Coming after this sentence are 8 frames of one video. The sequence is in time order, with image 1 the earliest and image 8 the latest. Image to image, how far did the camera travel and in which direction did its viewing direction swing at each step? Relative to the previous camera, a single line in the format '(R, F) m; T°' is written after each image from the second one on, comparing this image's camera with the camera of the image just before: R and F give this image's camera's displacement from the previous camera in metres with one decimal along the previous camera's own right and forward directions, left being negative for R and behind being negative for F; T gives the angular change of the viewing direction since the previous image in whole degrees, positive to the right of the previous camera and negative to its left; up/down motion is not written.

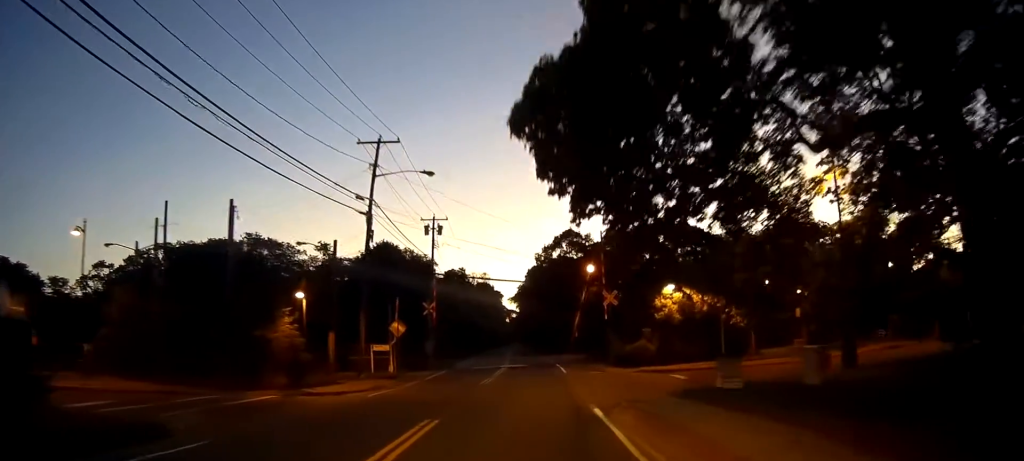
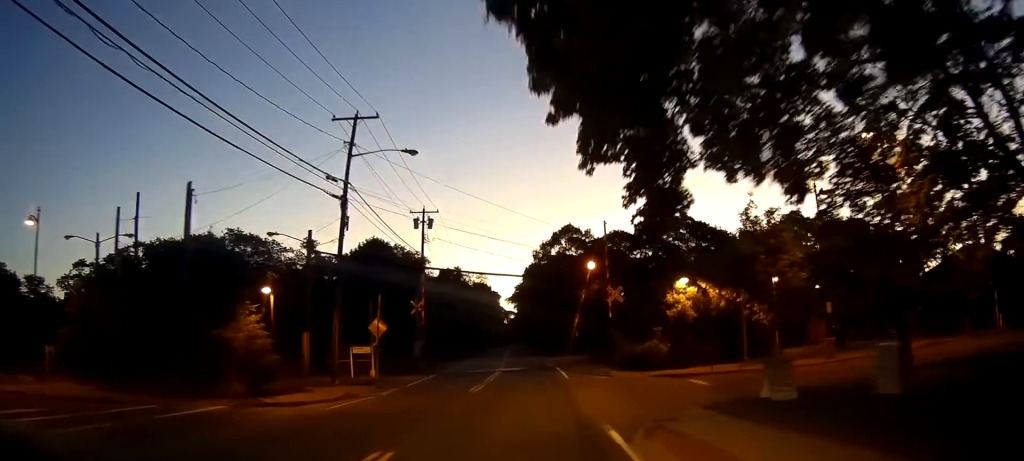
(+0.2, +5.0) m; -2°
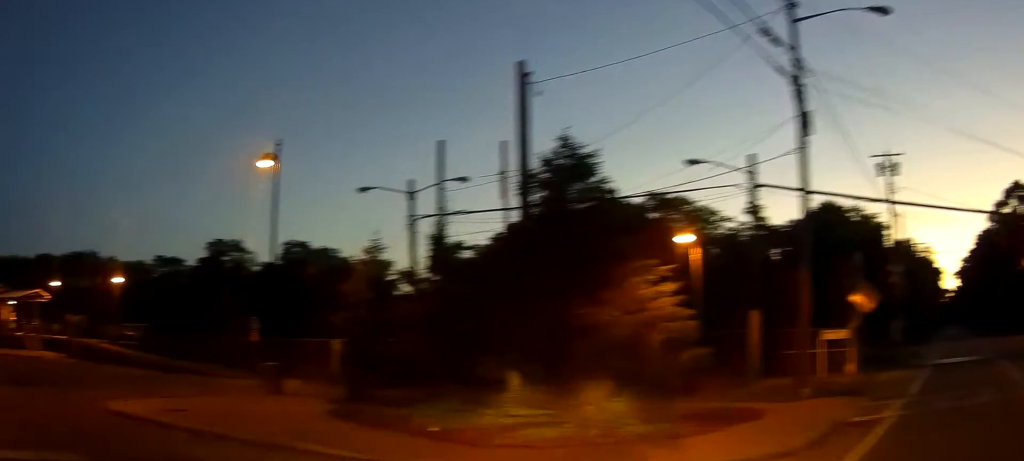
(-3.8, +12.6) m; -43°
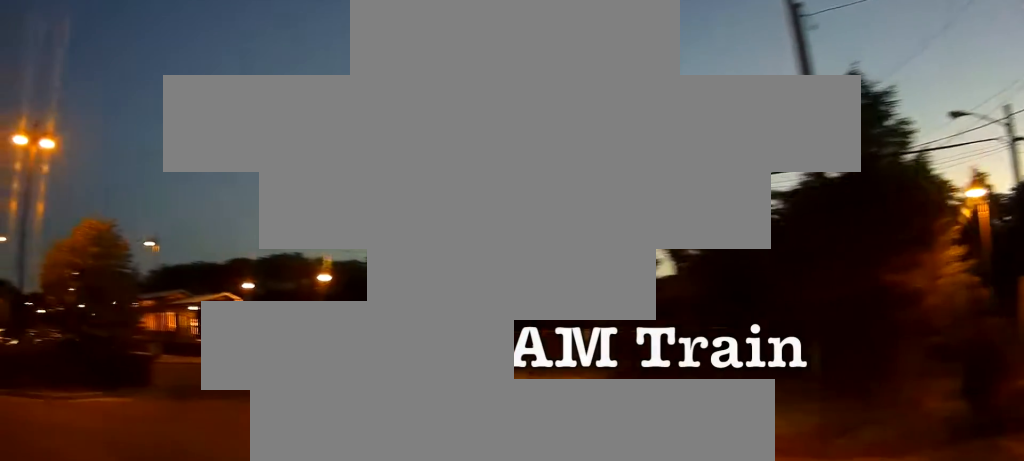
(-0.5, +3.2) m; -18°
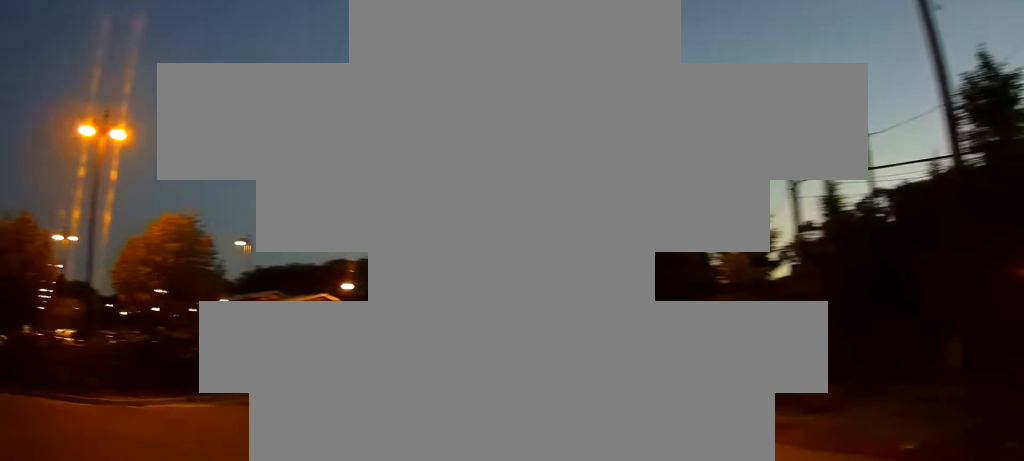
(-0.1, +1.4) m; -8°
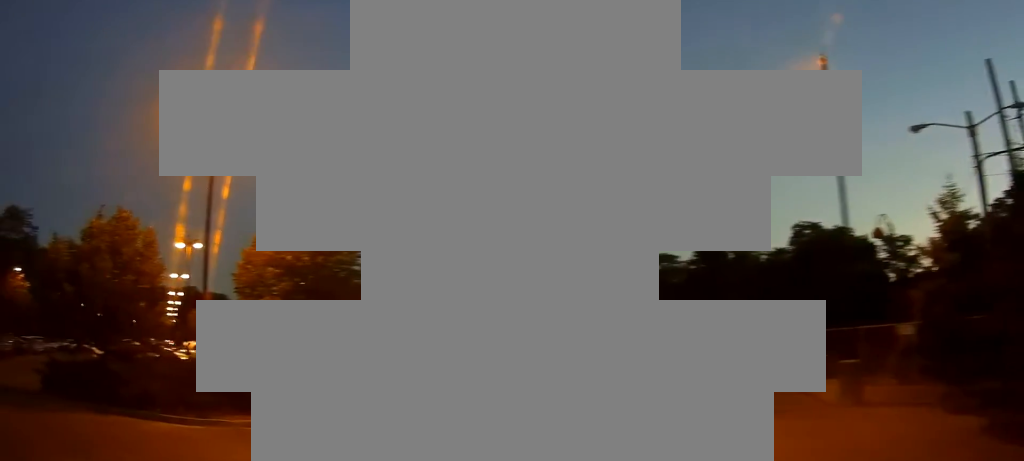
(-0.4, +2.5) m; -11°
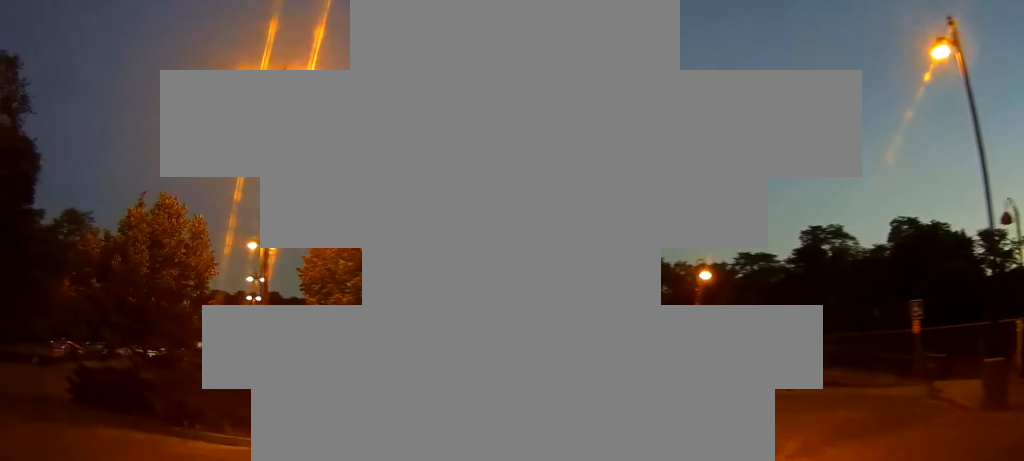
(-0.2, +2.6) m; -7°
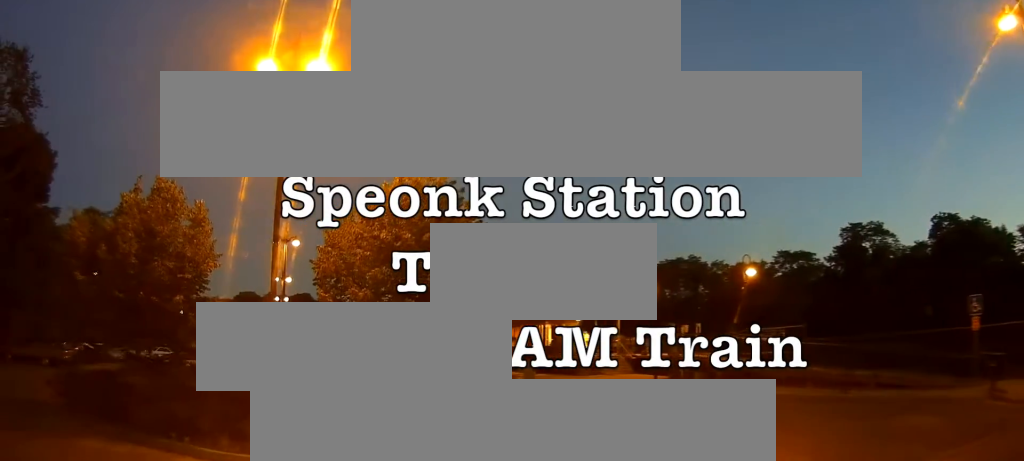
(-0.1, +1.9) m; 0°
